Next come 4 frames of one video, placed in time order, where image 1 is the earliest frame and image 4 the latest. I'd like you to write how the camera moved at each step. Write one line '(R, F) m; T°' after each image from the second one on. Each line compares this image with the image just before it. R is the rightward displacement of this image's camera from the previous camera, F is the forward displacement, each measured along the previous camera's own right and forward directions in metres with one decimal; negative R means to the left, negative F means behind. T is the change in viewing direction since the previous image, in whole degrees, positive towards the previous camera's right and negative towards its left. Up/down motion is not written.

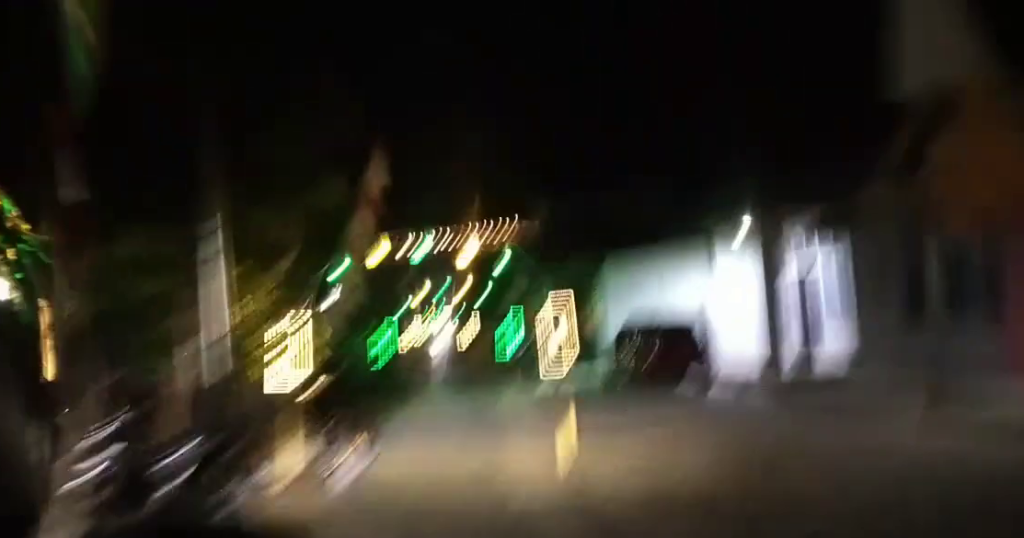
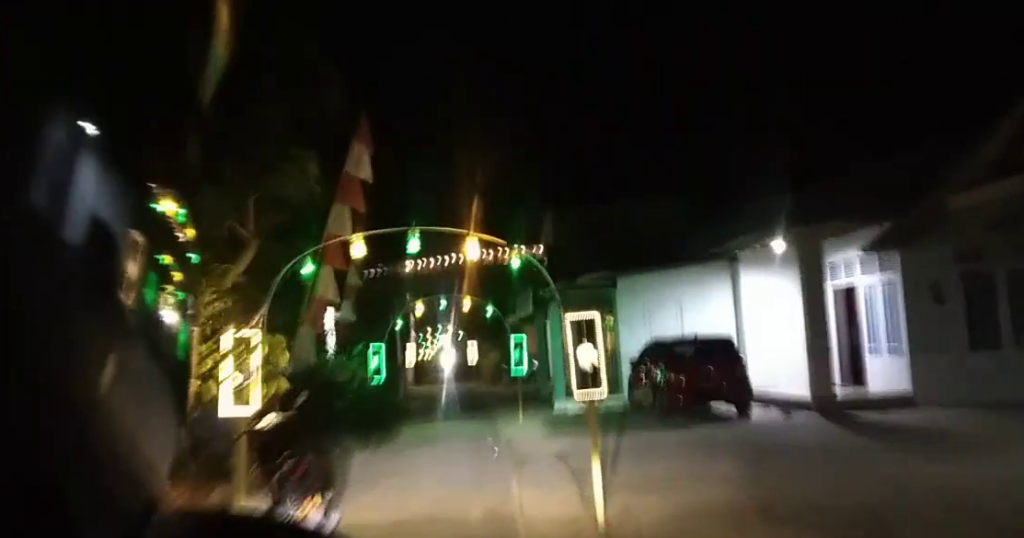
(0.0, +2.5) m; 0°
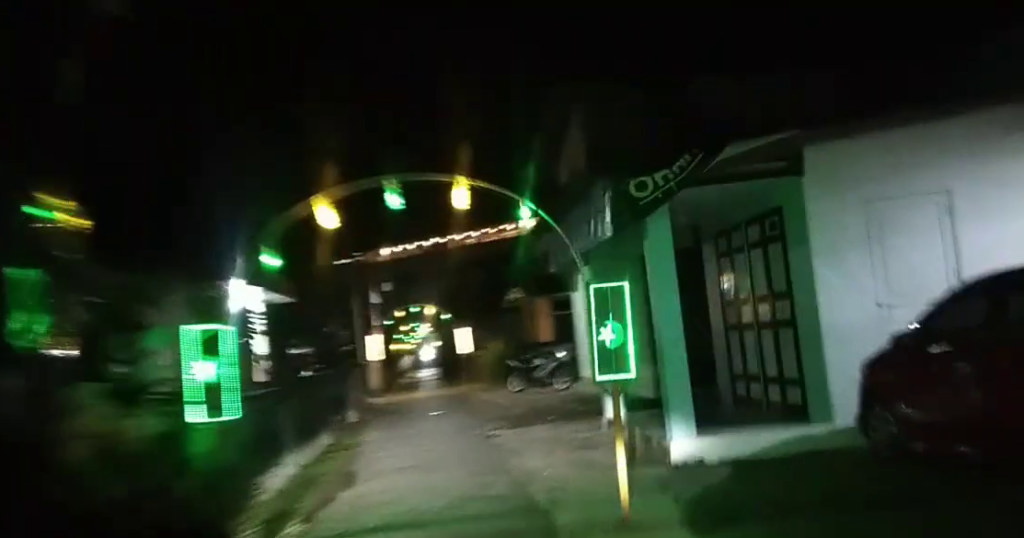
(0.0, +10.9) m; 0°
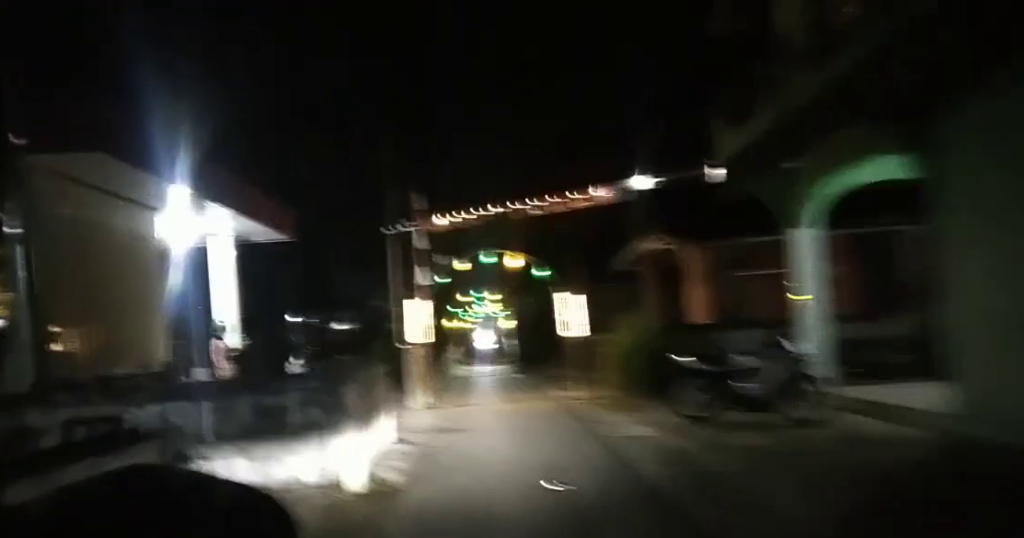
(0.0, +10.1) m; +1°
